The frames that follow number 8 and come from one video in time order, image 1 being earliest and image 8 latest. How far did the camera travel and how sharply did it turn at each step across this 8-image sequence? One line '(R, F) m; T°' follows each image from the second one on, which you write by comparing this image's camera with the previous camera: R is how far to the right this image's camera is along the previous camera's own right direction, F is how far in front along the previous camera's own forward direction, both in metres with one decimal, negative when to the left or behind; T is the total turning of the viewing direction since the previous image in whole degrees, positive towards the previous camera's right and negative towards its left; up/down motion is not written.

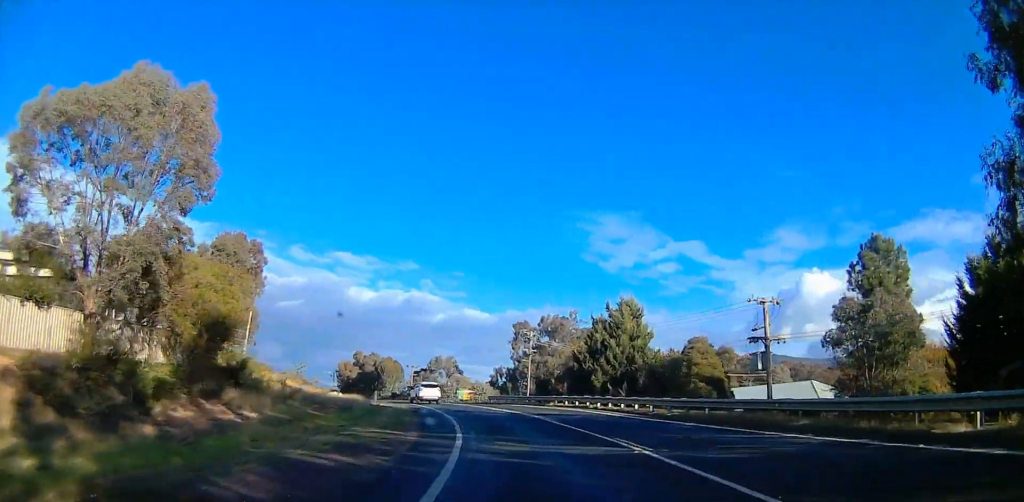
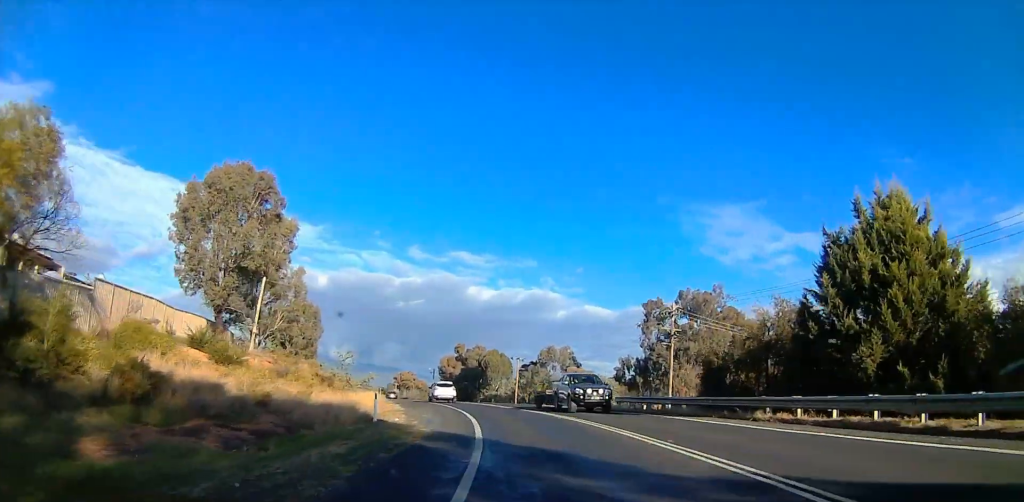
(-3.1, +24.0) m; -12°
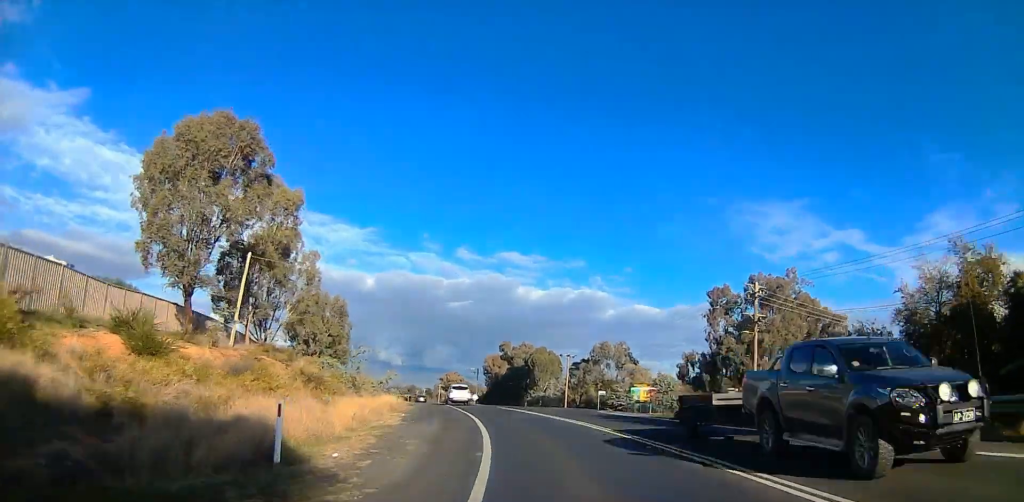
(-0.3, +10.7) m; 0°
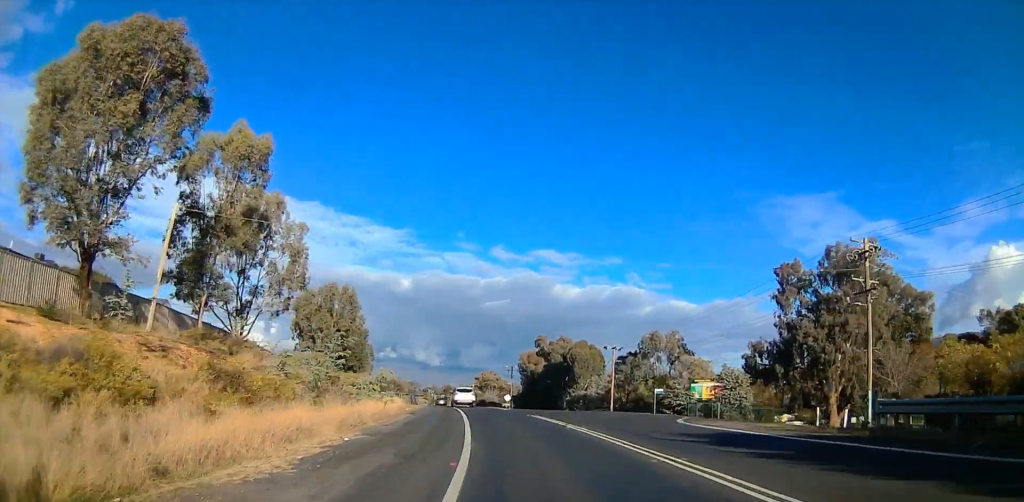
(+0.4, +13.1) m; -4°
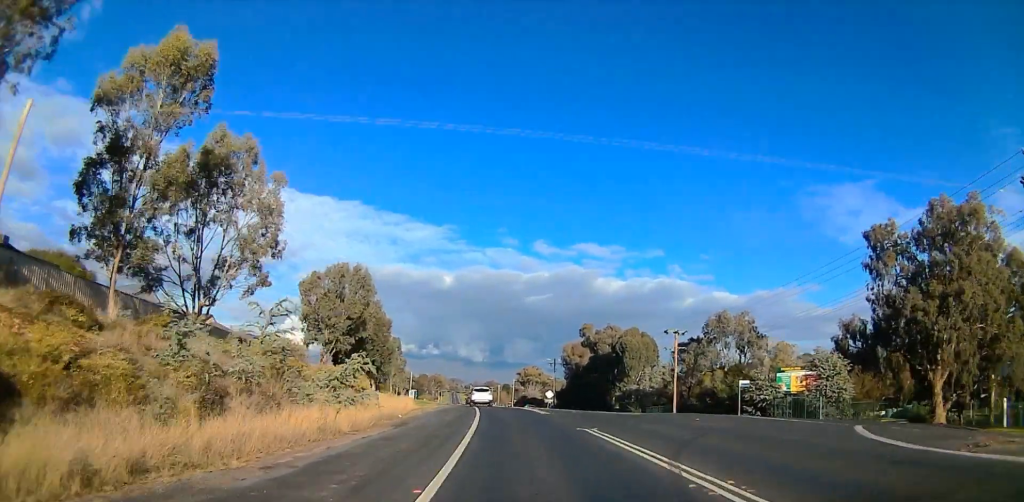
(-1.2, +13.0) m; -6°
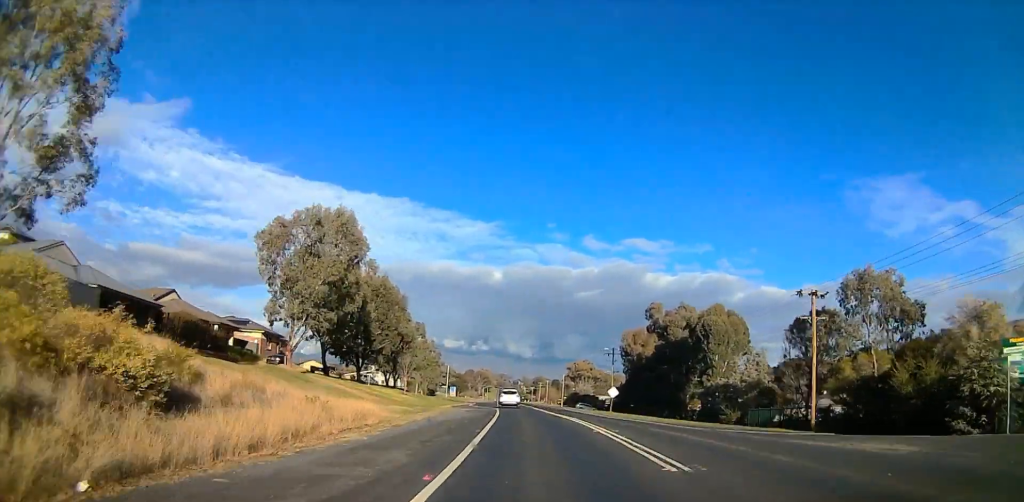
(-1.2, +22.5) m; -5°
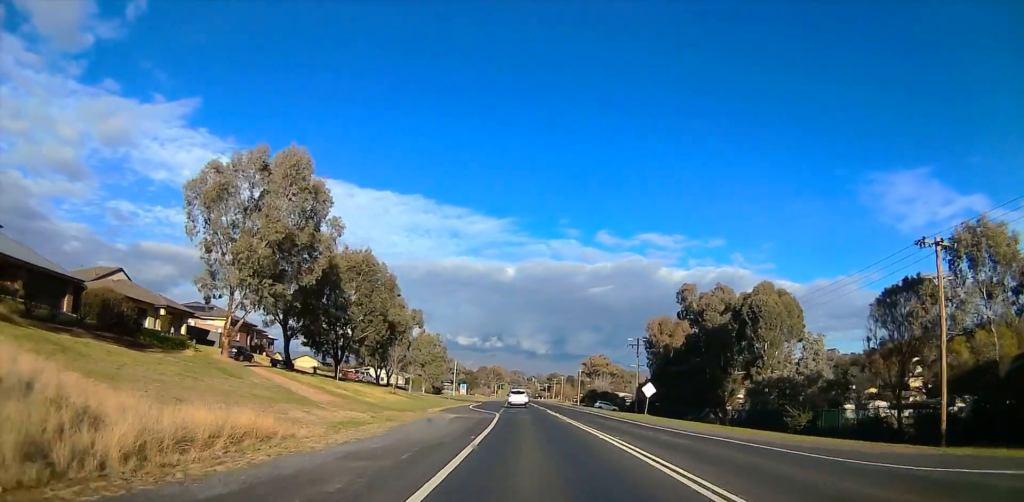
(-0.7, +13.3) m; +2°
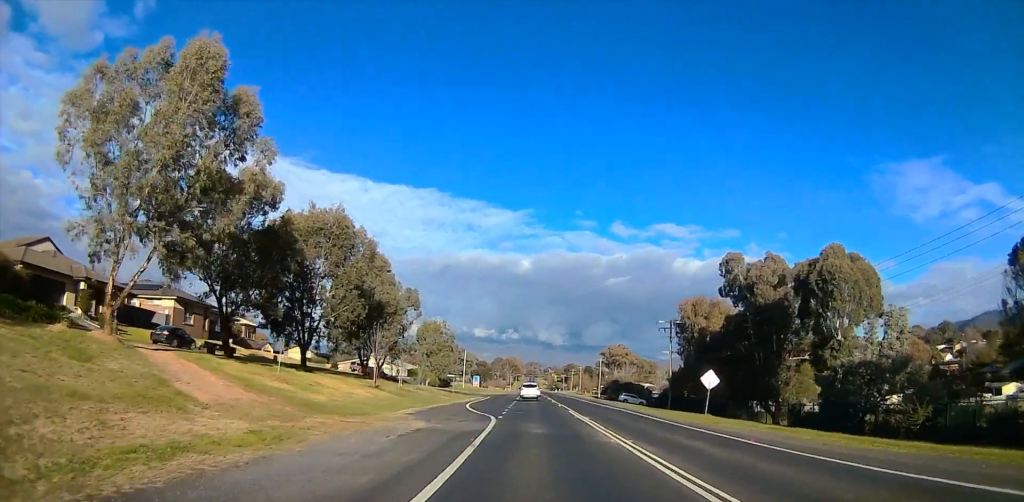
(+1.5, +13.9) m; +1°
